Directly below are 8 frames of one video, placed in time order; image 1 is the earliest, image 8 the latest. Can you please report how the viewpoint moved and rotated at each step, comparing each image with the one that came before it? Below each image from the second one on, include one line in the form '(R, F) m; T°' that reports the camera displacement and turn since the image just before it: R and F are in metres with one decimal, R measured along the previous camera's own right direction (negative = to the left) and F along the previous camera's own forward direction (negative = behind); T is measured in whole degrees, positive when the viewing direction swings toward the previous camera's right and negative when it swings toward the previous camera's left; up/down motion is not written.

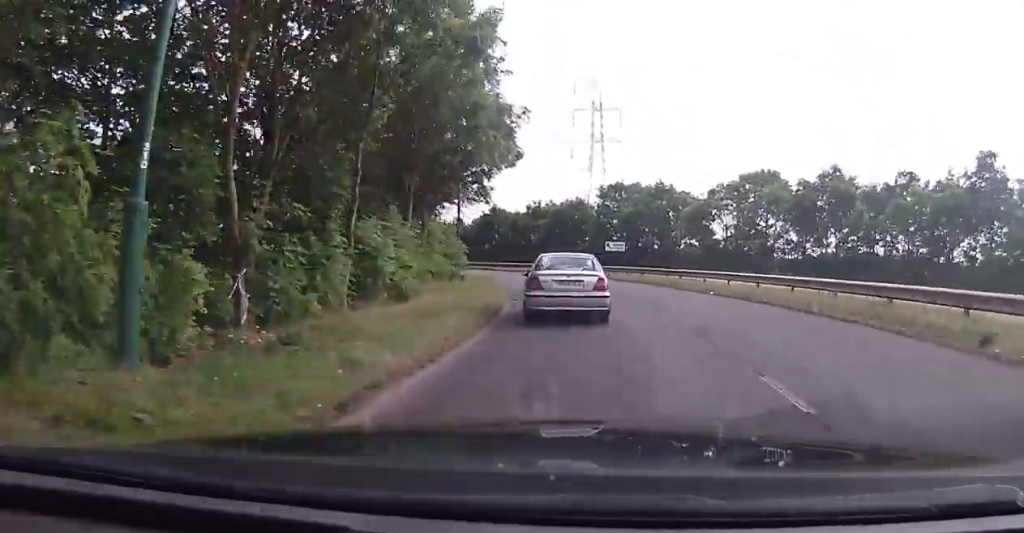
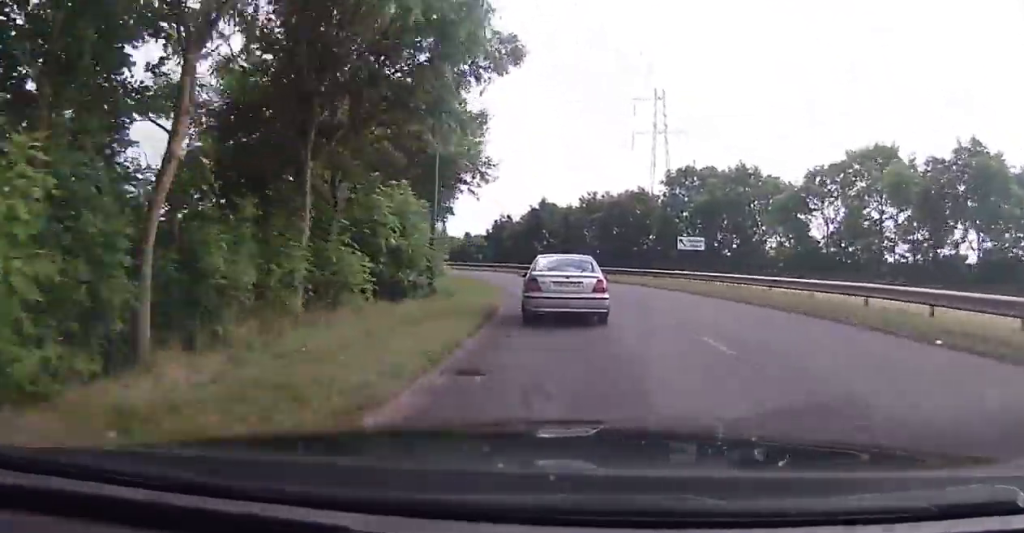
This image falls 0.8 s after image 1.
(-0.6, +14.0) m; -5°
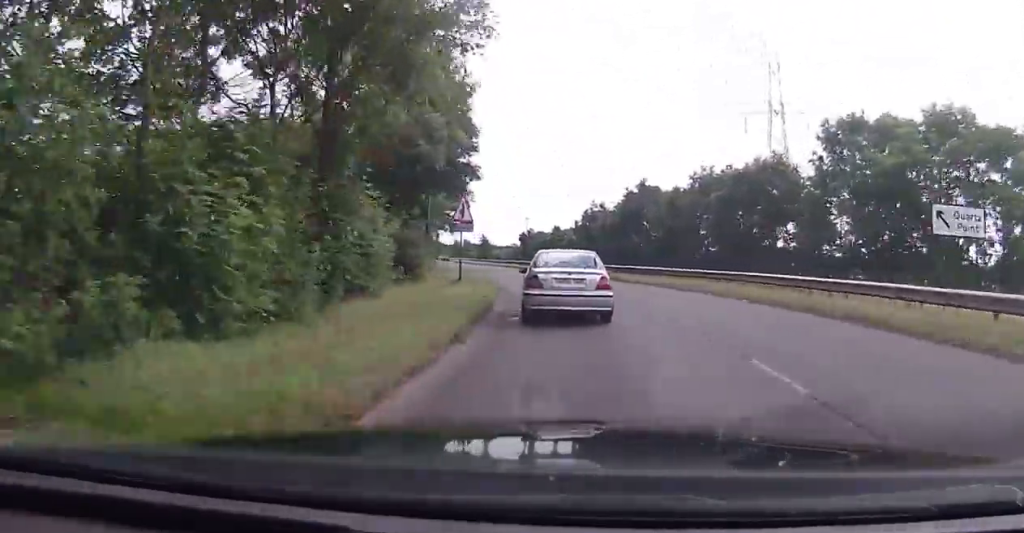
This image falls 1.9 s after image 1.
(-1.3, +20.3) m; -8°
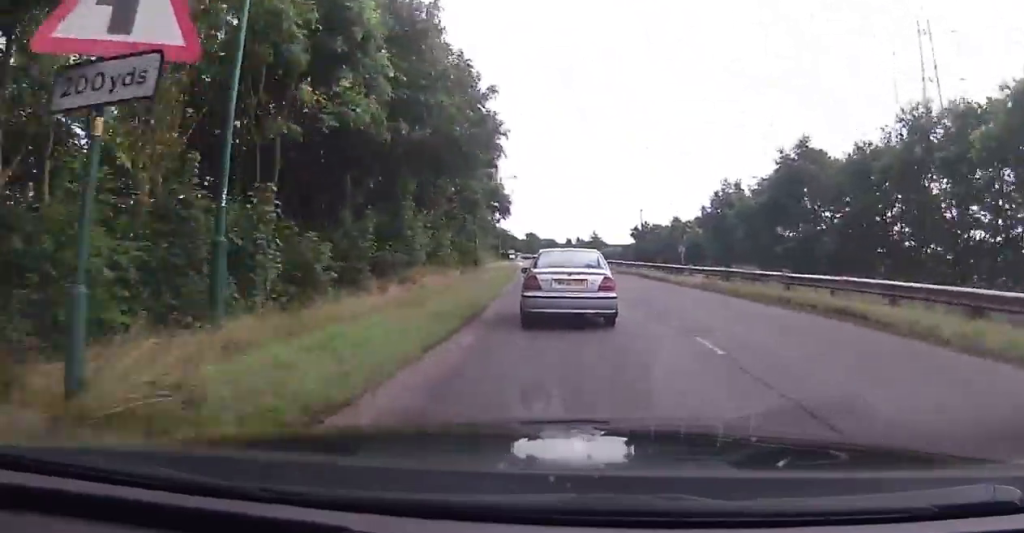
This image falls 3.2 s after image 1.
(-1.8, +23.6) m; -11°
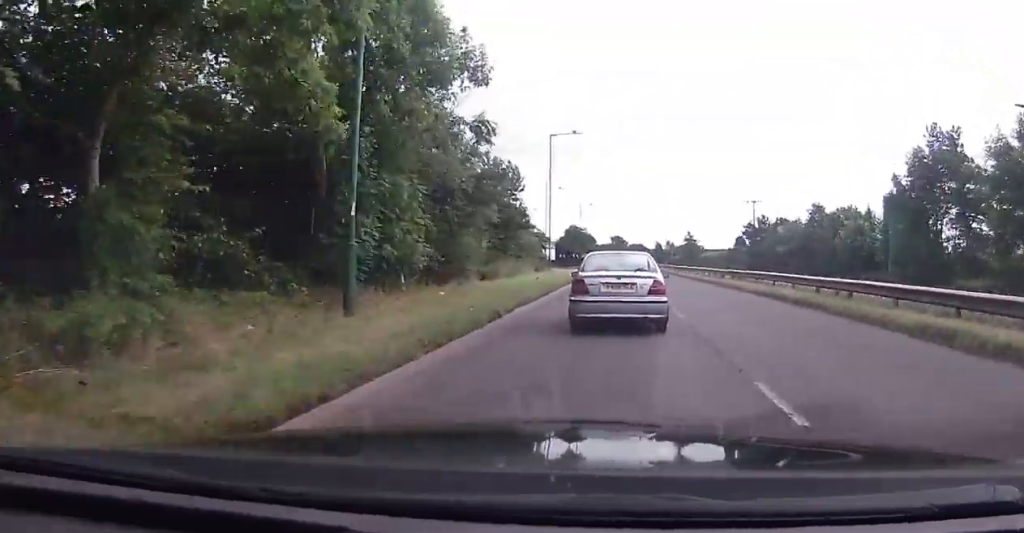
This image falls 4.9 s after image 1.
(-2.7, +29.9) m; -6°
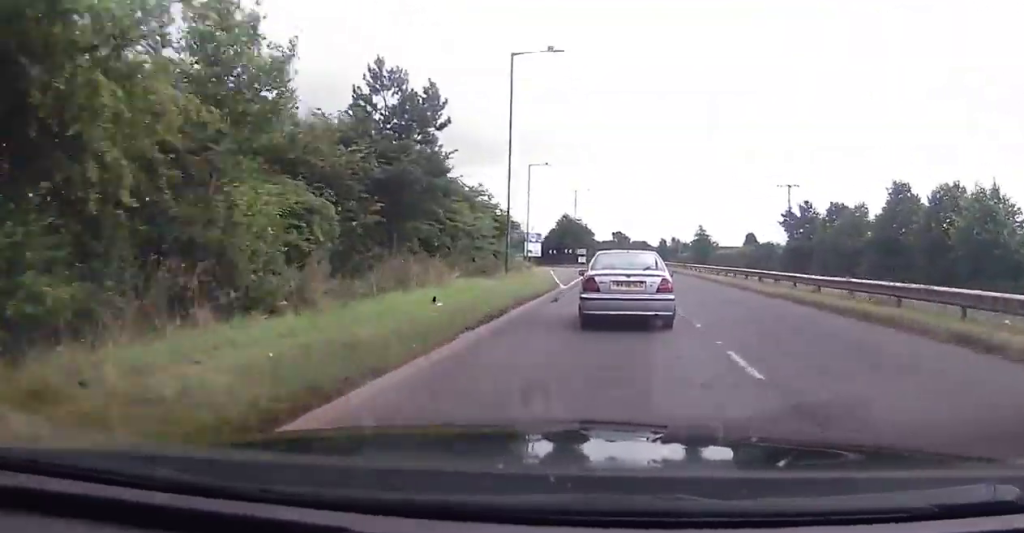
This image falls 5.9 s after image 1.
(-0.1, +19.1) m; 0°
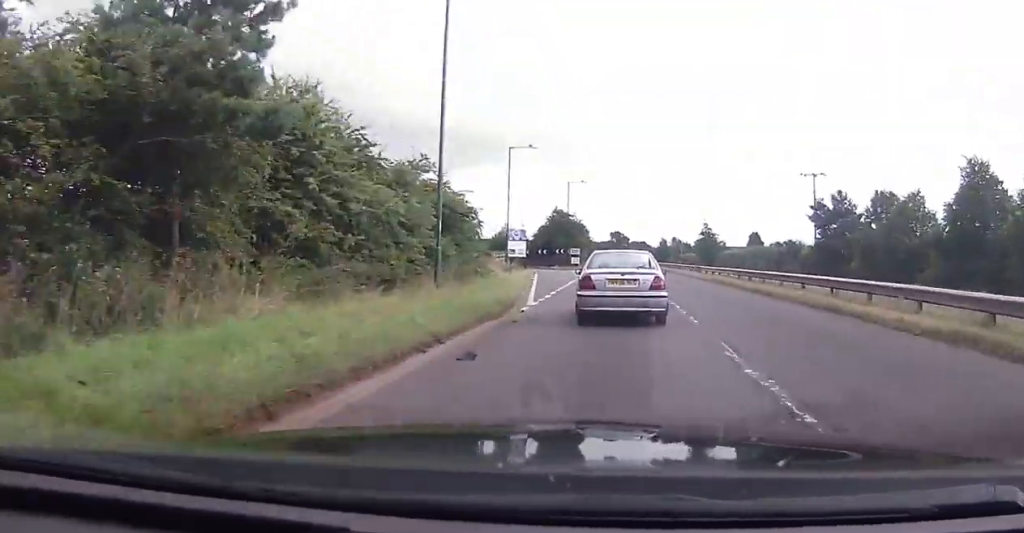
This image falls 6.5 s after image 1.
(0.0, +11.0) m; 0°
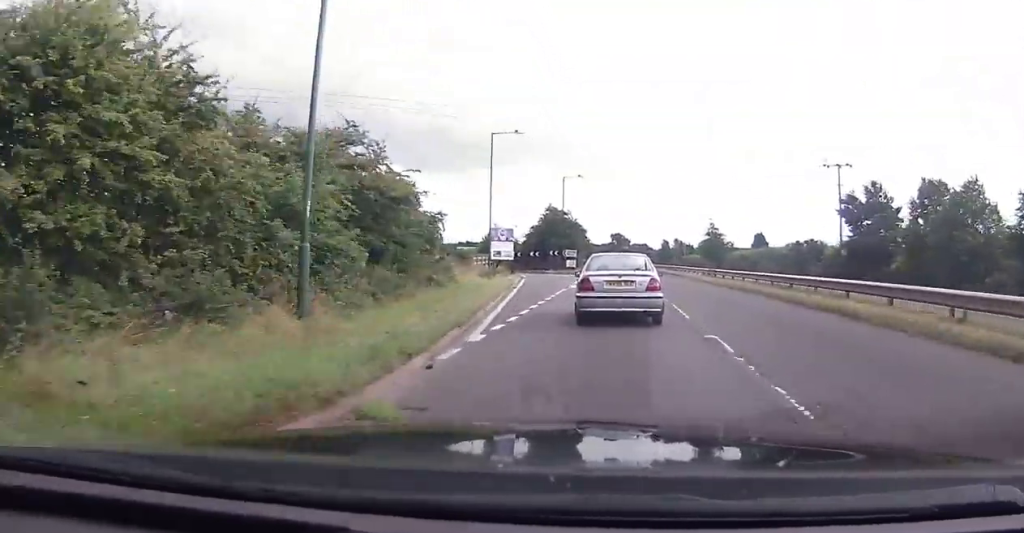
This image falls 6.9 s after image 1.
(0.0, +8.0) m; 0°
